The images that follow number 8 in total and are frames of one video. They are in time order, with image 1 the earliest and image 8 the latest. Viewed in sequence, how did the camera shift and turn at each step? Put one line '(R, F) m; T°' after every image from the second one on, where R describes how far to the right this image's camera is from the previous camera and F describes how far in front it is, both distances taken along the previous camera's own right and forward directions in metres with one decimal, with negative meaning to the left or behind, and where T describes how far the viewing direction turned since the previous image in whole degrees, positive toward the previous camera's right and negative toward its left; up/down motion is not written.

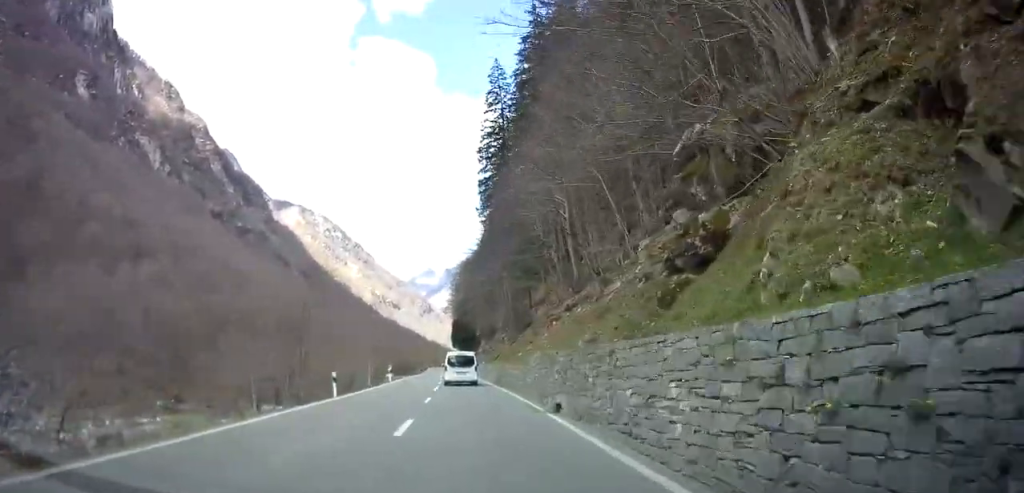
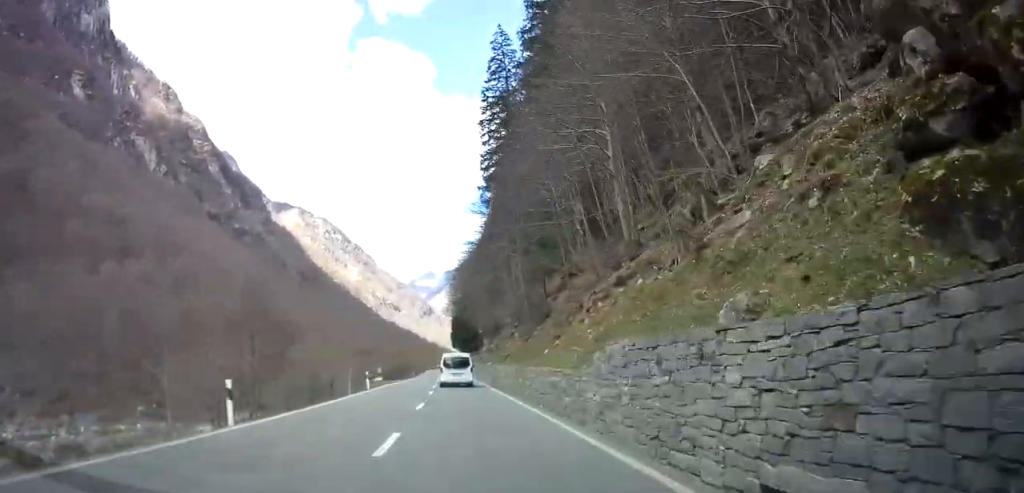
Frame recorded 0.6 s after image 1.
(+0.2, +10.4) m; 0°
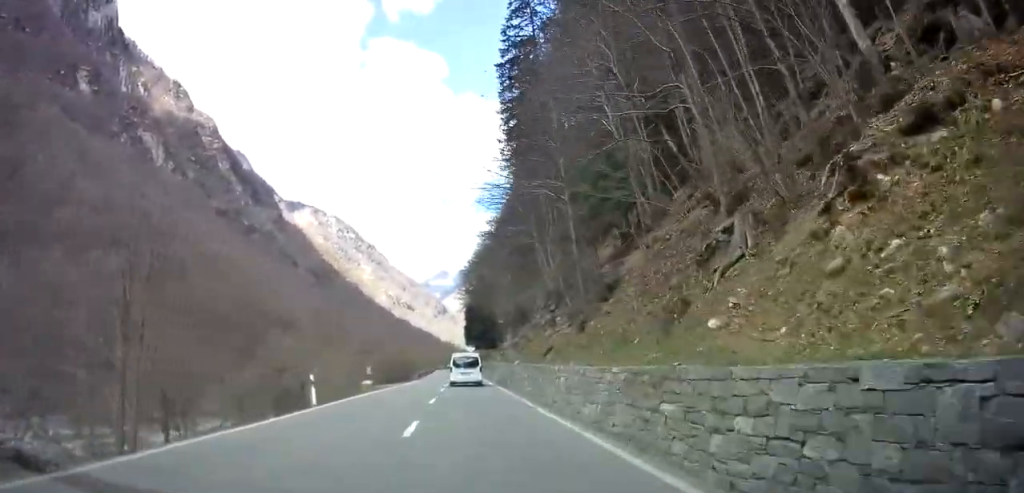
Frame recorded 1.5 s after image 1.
(+0.1, +15.4) m; -1°
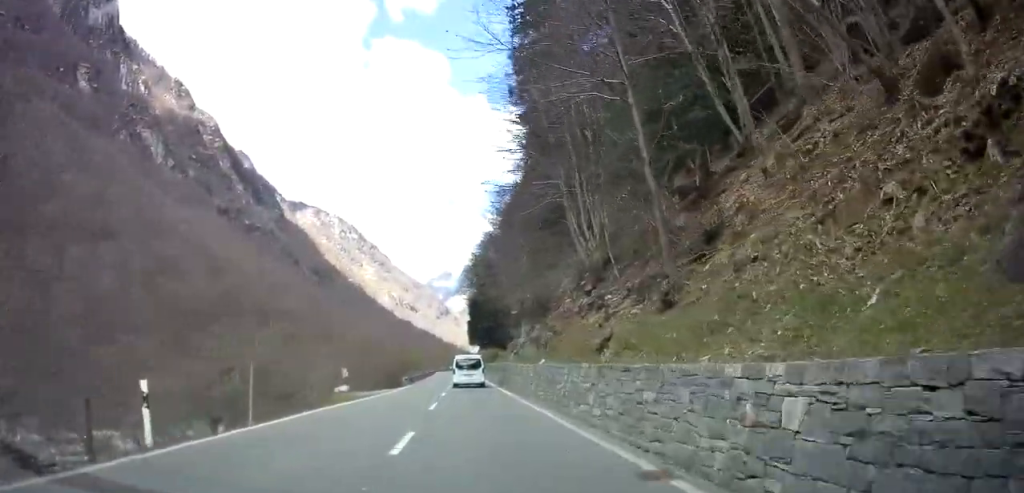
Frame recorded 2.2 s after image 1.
(-0.3, +11.3) m; -2°
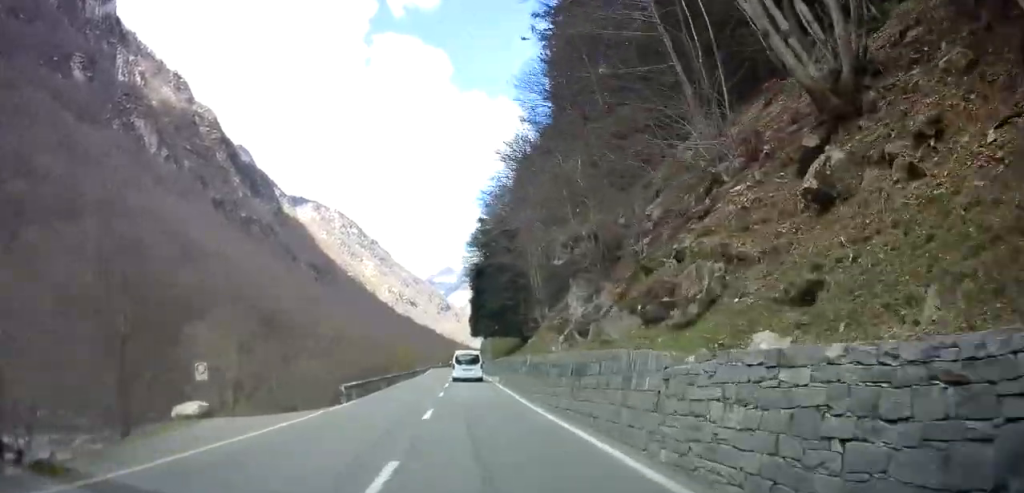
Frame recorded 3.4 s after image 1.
(-0.3, +20.8) m; 0°
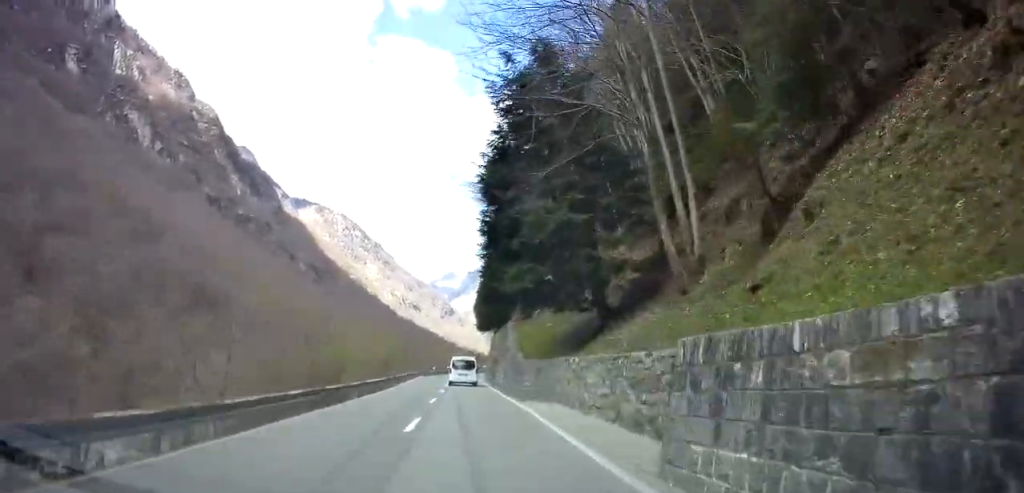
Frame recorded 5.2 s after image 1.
(+0.7, +28.7) m; +1°
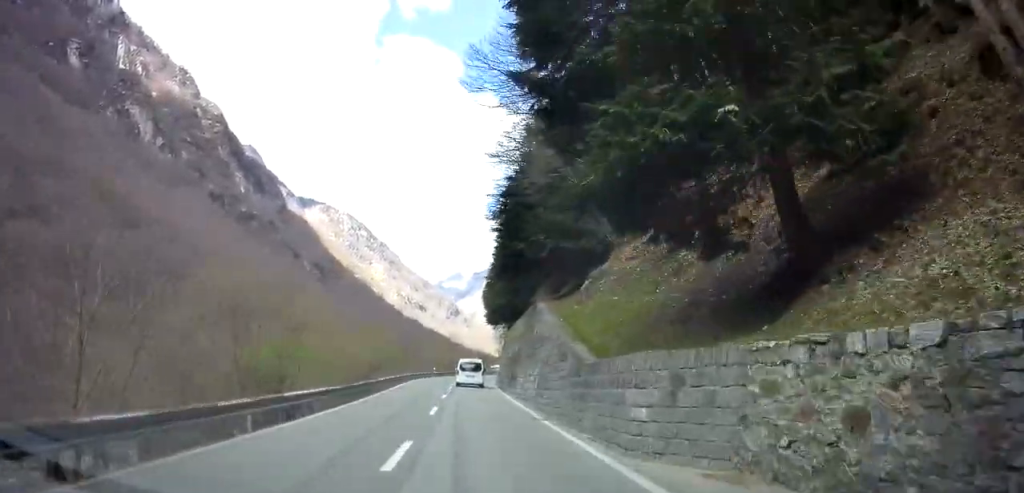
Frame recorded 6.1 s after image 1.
(-0.4, +12.9) m; -2°
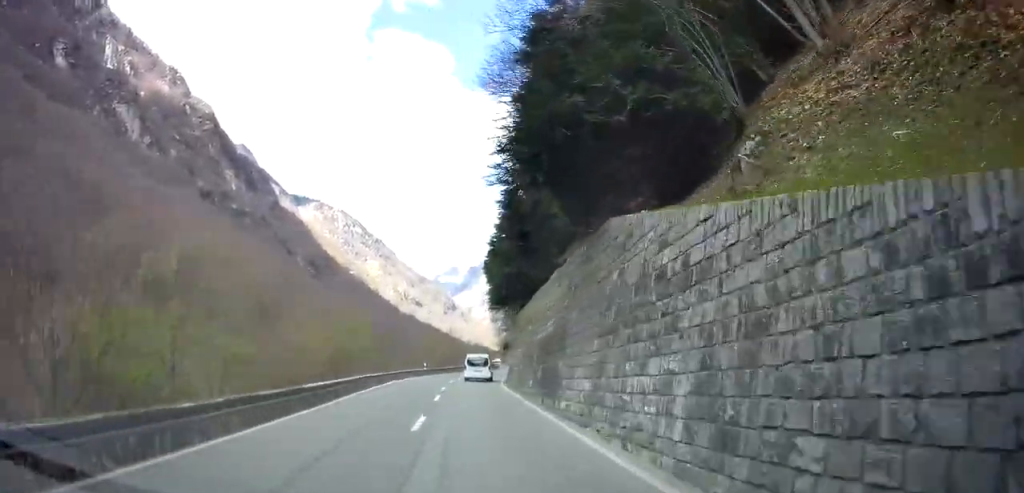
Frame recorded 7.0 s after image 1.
(-0.1, +13.7) m; 0°
